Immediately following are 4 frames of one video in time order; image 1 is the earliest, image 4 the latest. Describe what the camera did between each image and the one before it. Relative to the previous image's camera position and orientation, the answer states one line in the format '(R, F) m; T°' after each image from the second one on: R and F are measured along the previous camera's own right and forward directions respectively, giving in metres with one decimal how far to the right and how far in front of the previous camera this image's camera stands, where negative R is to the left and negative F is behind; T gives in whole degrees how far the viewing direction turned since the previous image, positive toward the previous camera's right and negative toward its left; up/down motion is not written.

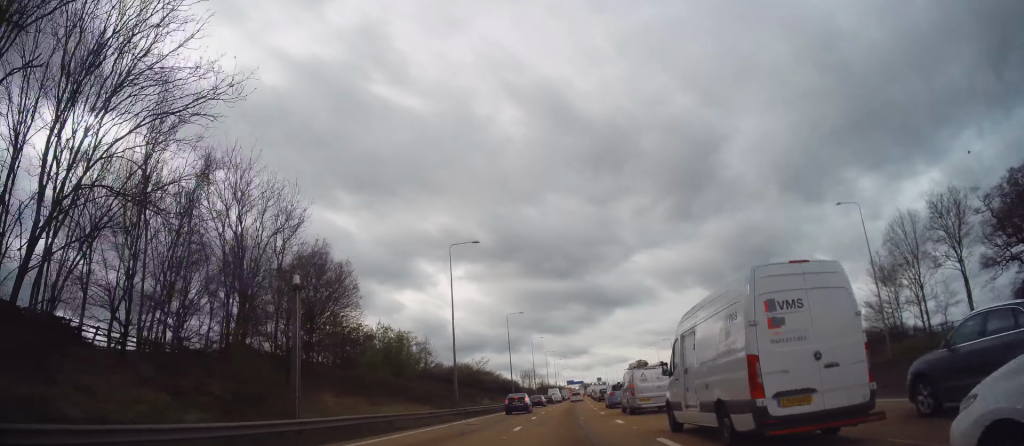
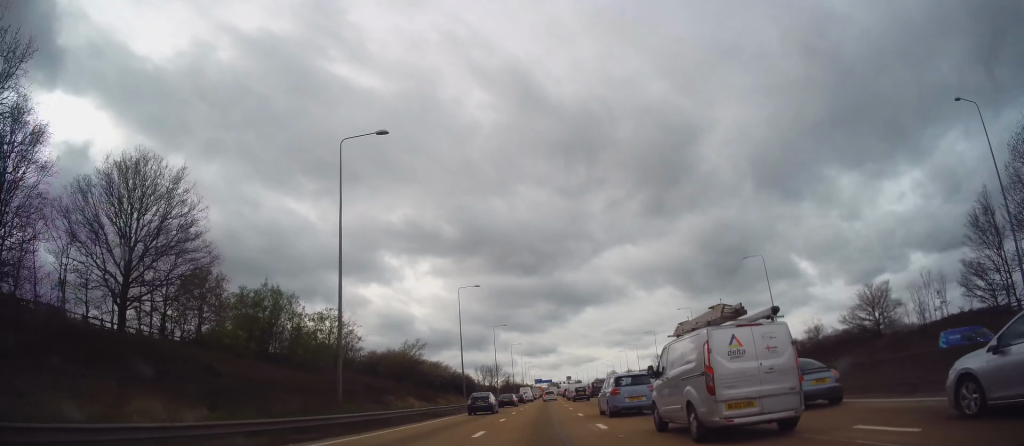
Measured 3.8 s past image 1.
(-0.2, +21.3) m; 0°
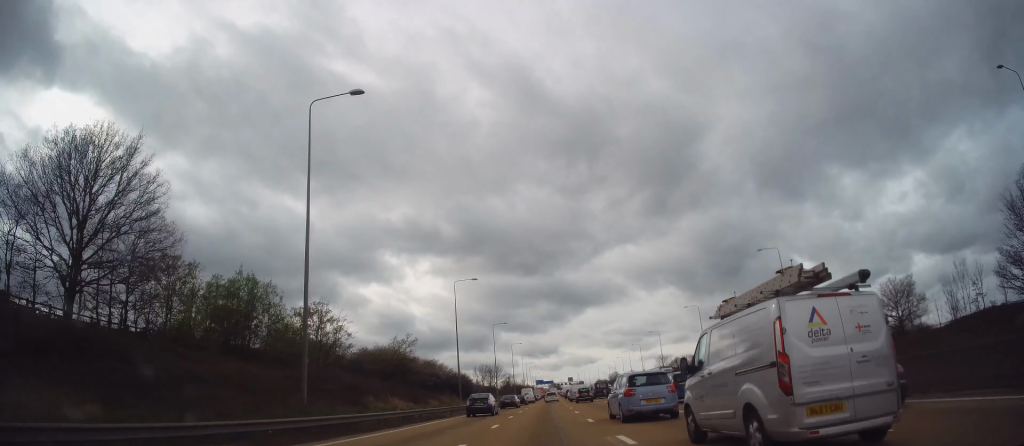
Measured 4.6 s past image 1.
(+0.1, +4.5) m; +1°
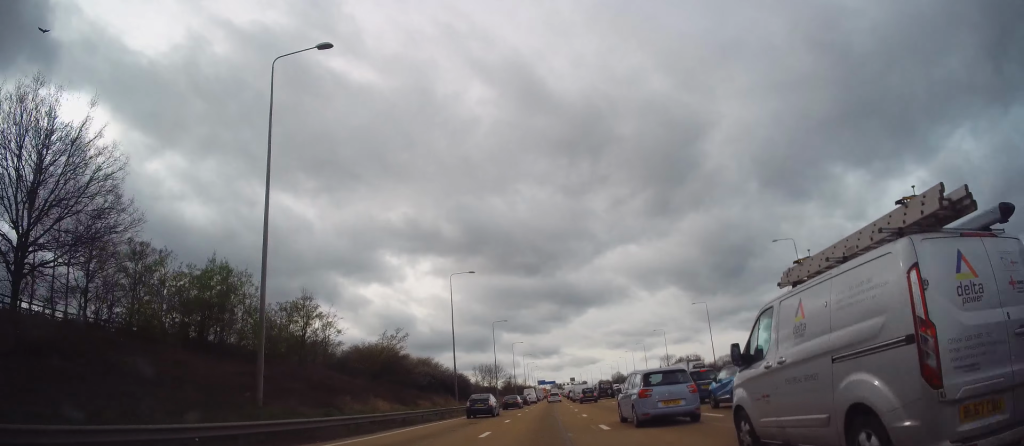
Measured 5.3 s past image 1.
(0.0, +4.2) m; -1°
